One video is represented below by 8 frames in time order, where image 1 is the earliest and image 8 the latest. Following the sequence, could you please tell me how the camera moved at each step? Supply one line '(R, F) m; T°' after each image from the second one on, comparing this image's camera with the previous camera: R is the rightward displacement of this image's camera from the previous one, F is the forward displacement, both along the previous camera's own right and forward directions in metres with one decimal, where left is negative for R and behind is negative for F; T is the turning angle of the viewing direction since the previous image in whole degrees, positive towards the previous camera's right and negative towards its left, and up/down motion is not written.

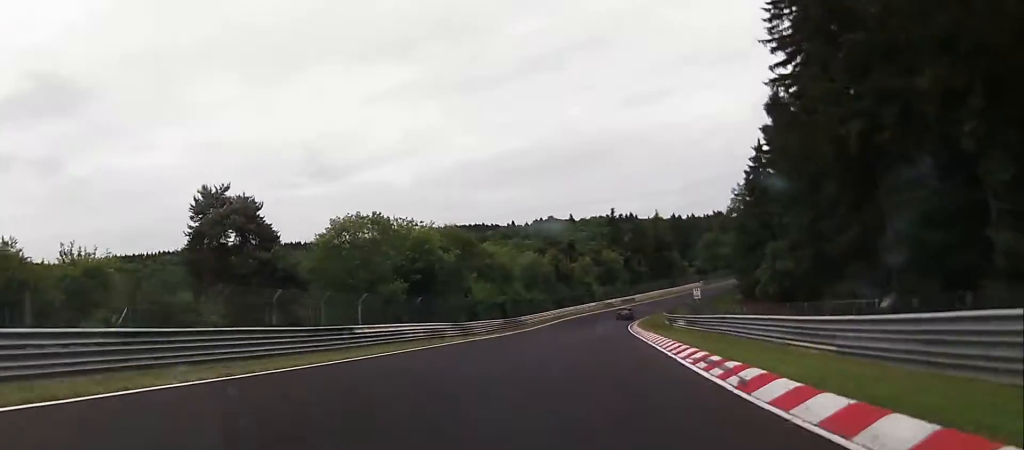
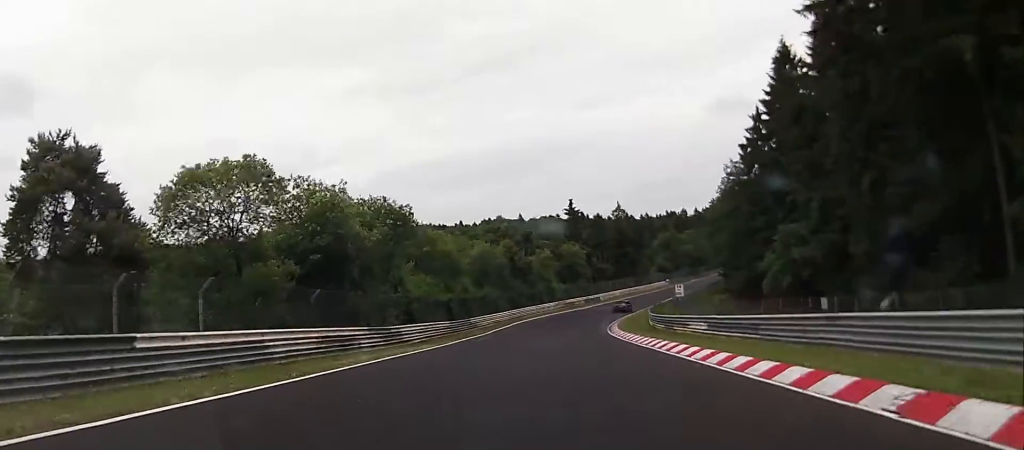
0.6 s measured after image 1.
(+0.5, +14.4) m; +4°
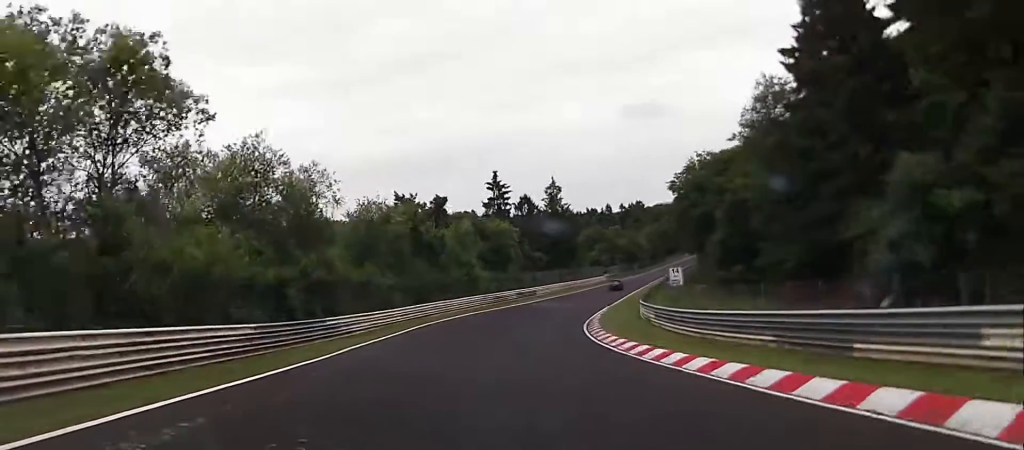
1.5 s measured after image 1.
(+1.5, +25.6) m; +7°
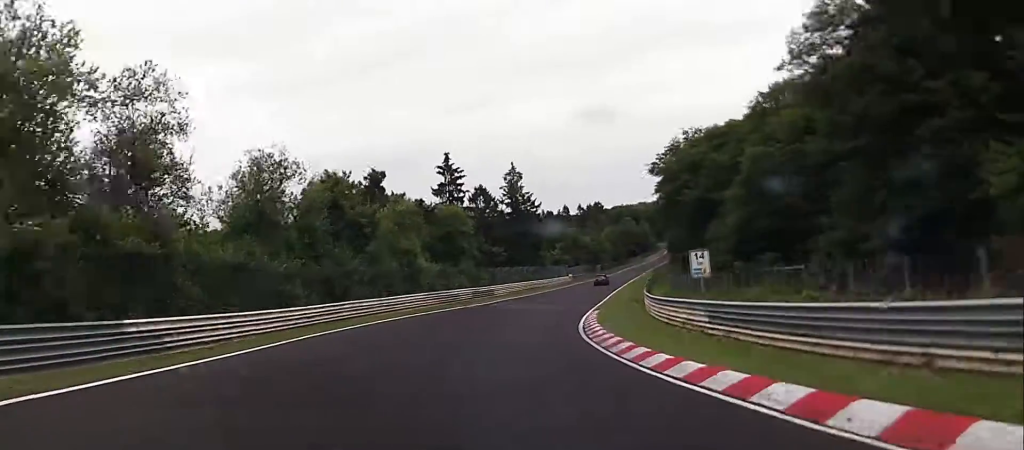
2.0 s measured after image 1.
(+0.4, +13.3) m; +4°
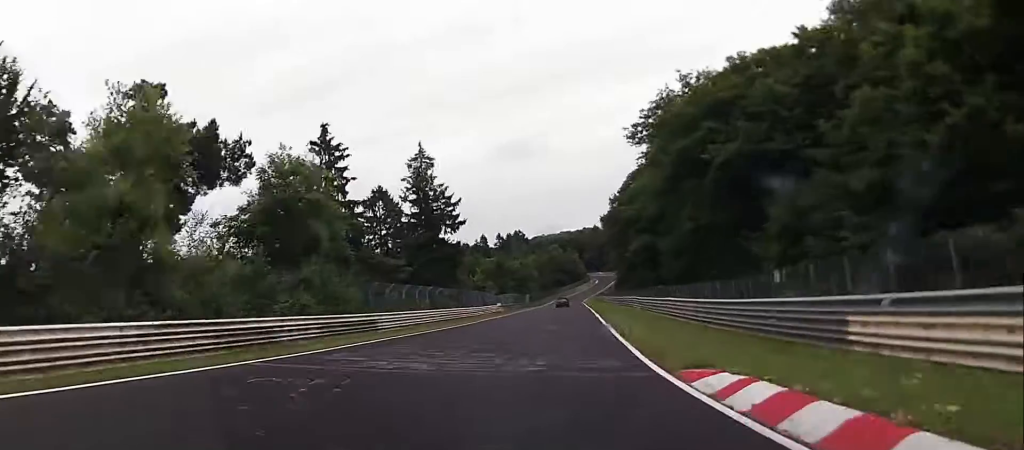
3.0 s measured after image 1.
(+2.1, +29.6) m; +7°
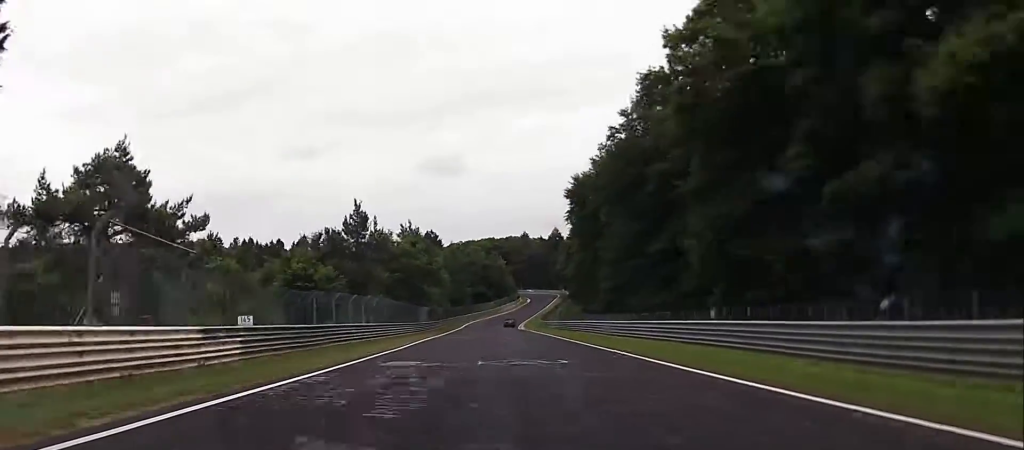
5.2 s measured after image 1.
(+5.6, +69.8) m; +7°
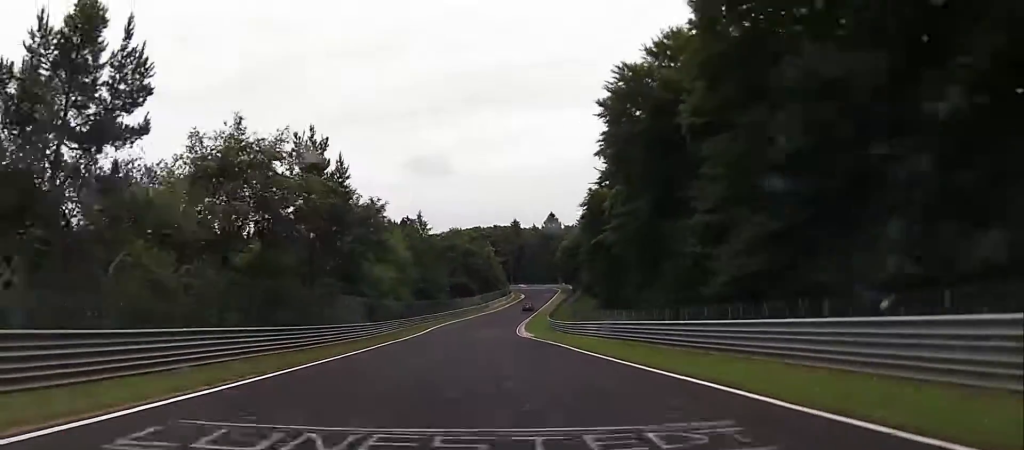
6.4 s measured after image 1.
(+0.6, +38.1) m; +2°
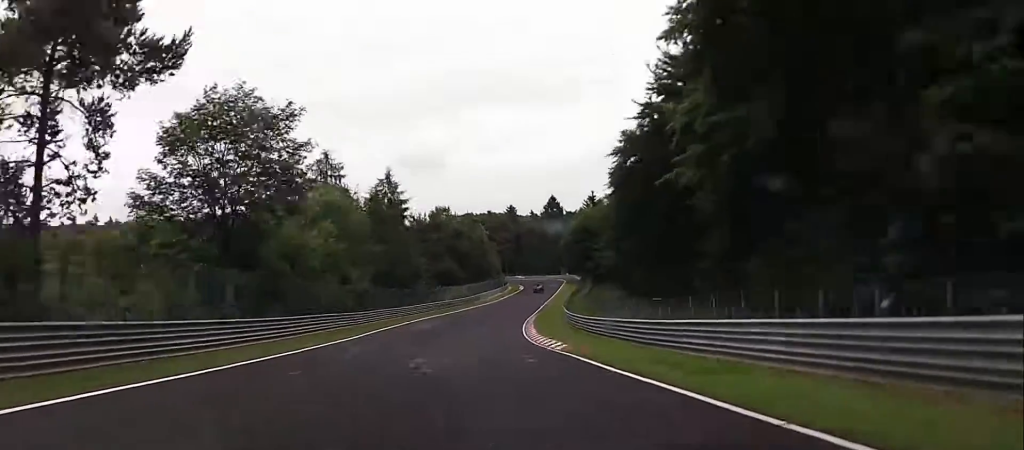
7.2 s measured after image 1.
(+0.4, +25.6) m; +2°
